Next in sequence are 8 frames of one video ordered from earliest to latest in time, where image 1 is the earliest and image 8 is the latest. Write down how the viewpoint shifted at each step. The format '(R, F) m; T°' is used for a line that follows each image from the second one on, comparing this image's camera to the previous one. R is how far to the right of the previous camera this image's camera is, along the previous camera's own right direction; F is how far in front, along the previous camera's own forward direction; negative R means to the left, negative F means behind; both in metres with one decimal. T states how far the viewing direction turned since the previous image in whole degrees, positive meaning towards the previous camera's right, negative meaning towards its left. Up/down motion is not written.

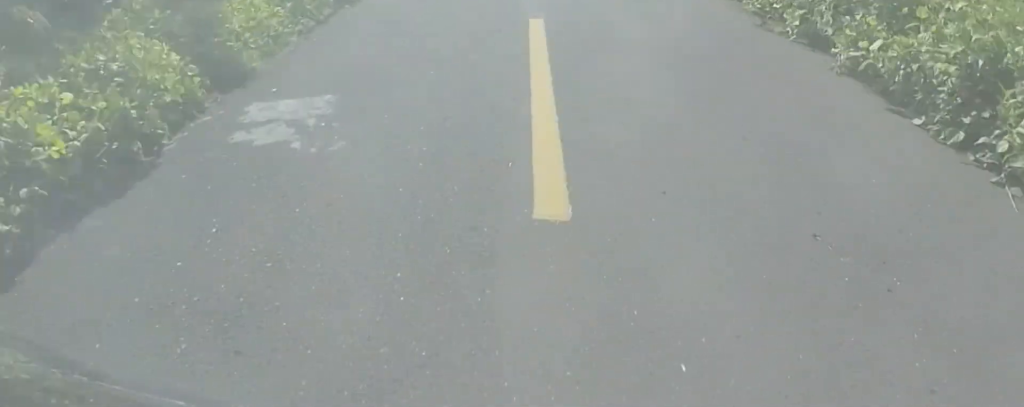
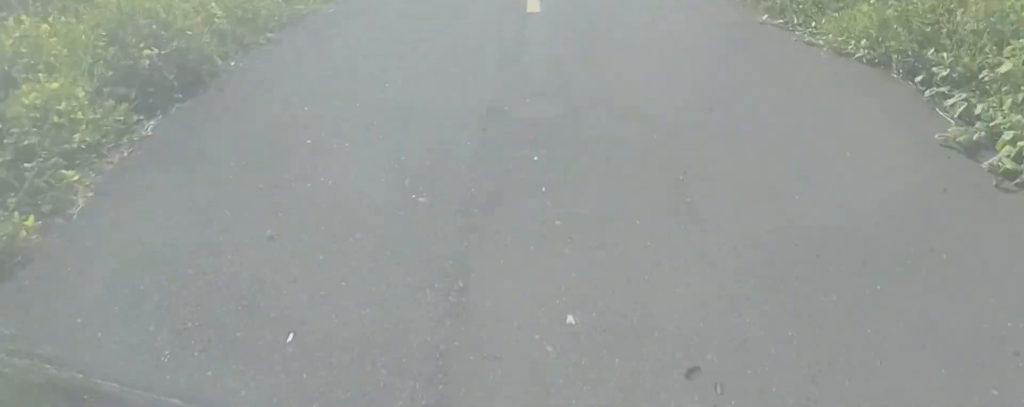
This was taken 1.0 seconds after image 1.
(-0.9, +12.7) m; -4°
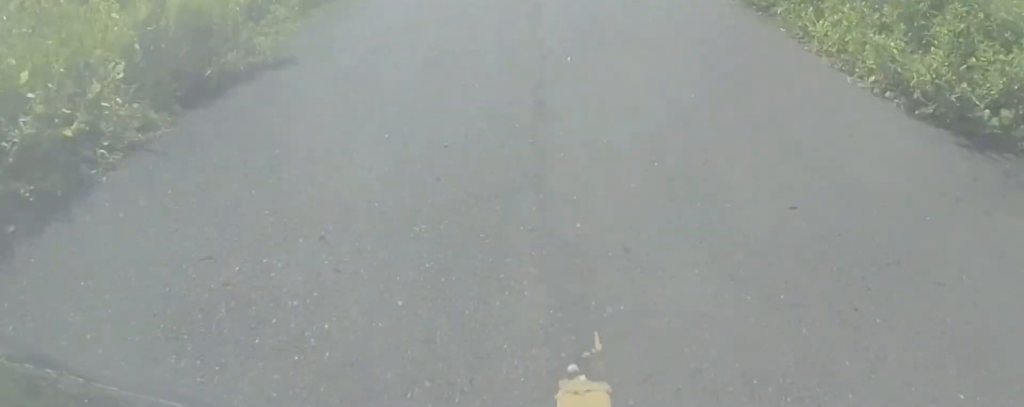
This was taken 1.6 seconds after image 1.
(0.0, +7.3) m; 0°
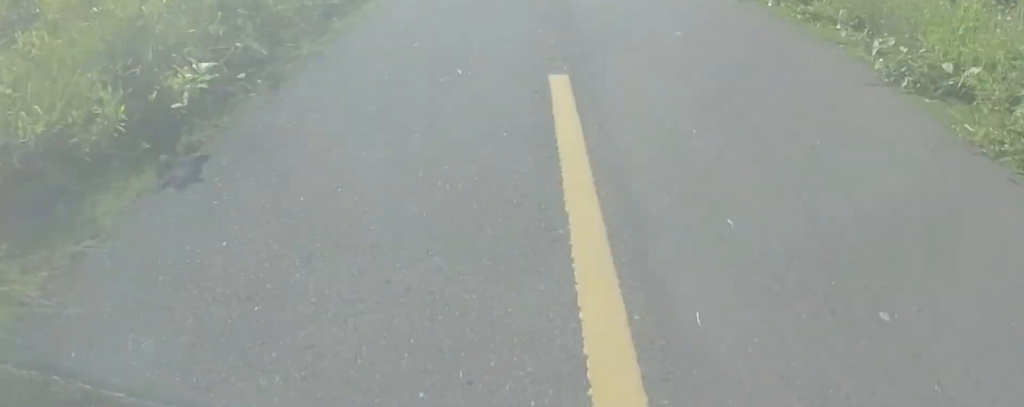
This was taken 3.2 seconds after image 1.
(0.0, +21.9) m; 0°
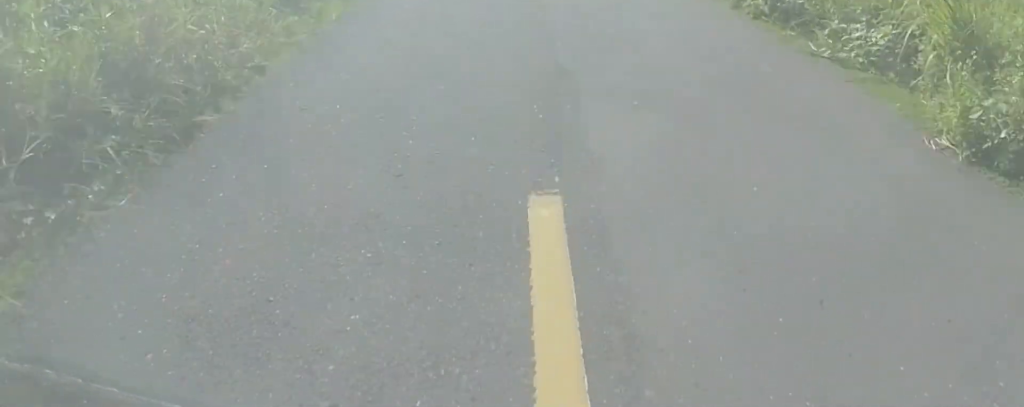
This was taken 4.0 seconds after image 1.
(0.0, +9.7) m; 0°
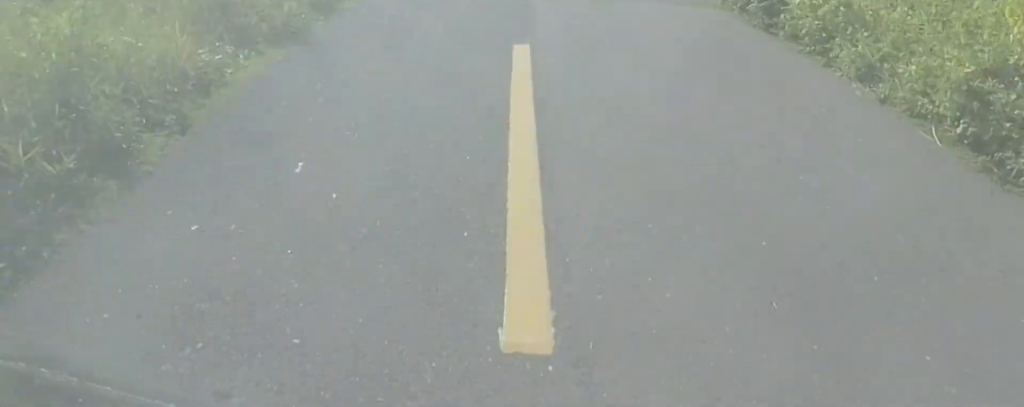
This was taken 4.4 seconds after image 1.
(0.0, +5.8) m; 0°
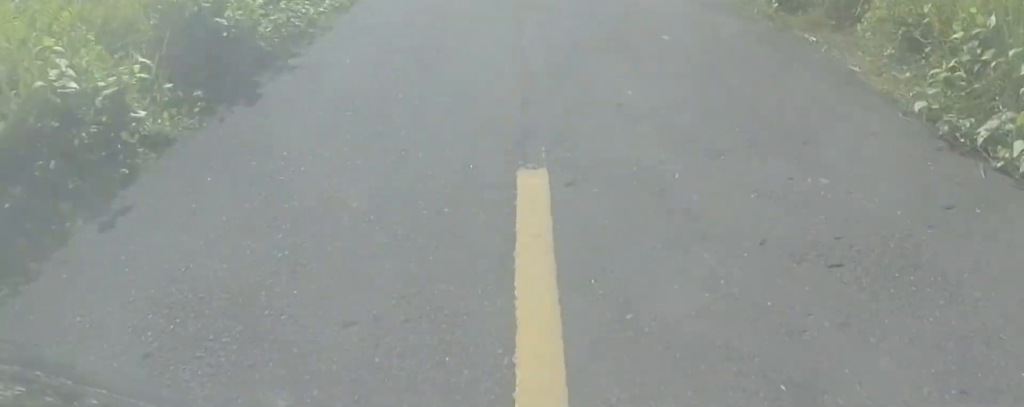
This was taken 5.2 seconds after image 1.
(0.0, +10.3) m; 0°
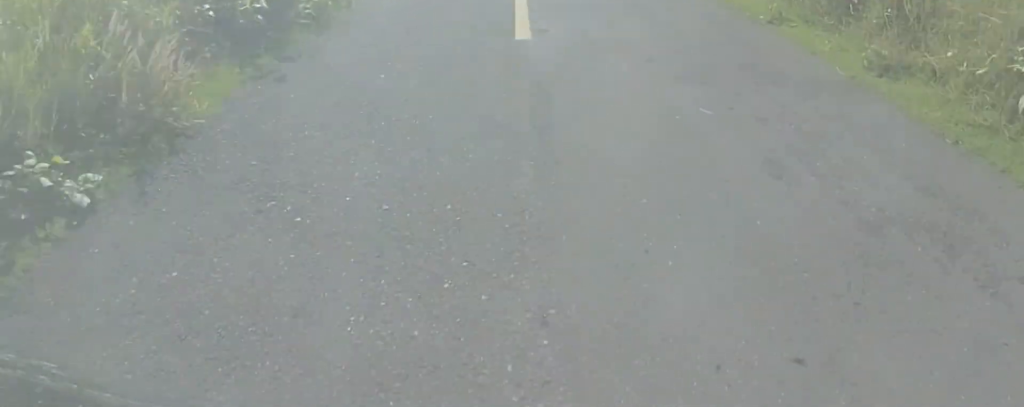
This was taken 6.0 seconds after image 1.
(0.0, +10.8) m; +1°
